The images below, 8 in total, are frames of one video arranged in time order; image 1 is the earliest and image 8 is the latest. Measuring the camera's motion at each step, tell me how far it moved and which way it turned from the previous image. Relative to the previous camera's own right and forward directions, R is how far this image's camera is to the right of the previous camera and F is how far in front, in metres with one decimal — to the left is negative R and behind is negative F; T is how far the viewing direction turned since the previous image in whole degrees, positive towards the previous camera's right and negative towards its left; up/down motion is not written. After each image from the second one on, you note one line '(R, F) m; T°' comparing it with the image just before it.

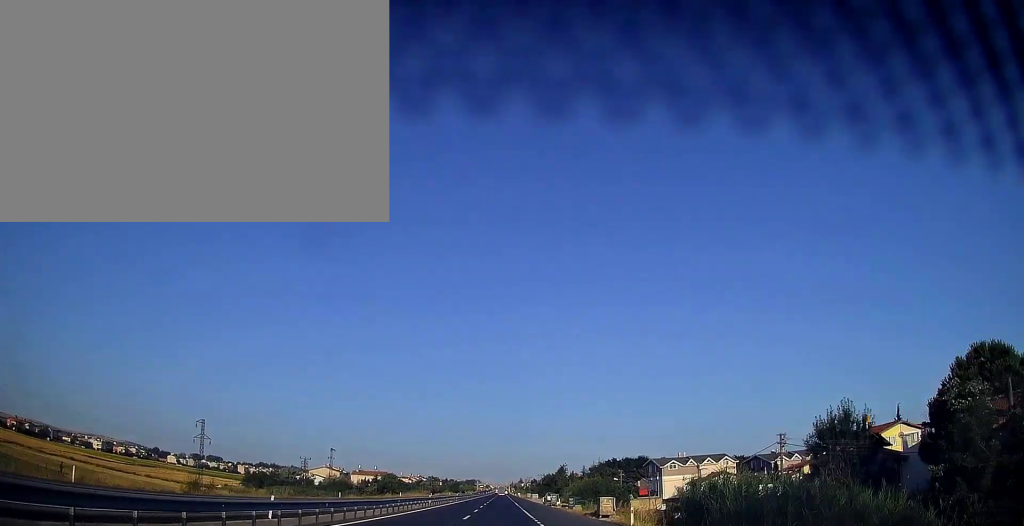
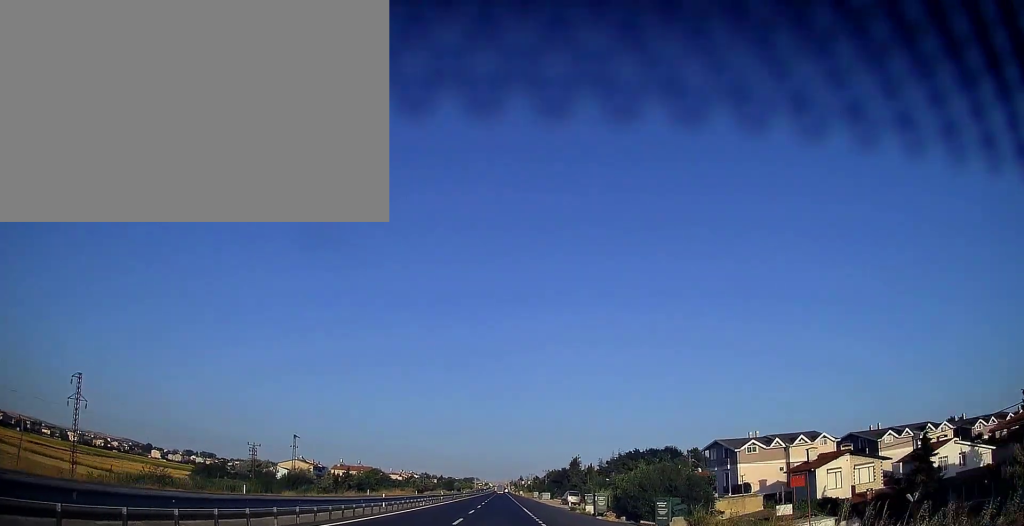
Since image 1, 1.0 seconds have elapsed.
(0.0, +30.4) m; 0°
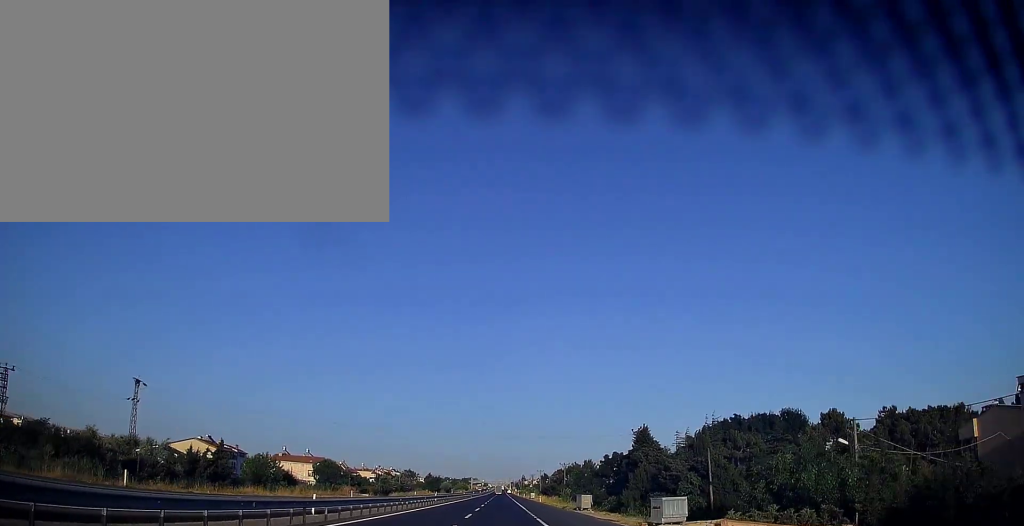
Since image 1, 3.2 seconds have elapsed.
(-0.1, +64.7) m; 0°
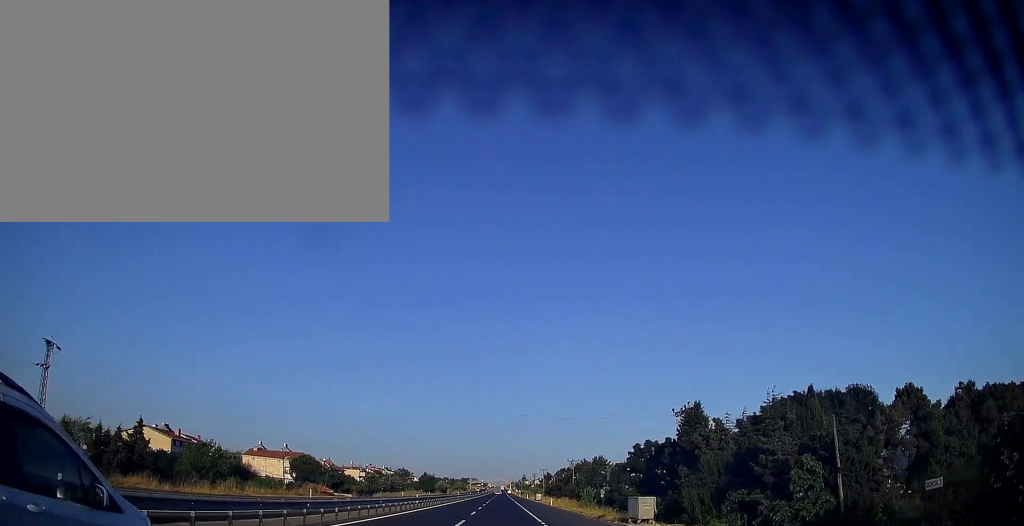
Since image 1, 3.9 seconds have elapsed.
(0.0, +18.6) m; 0°
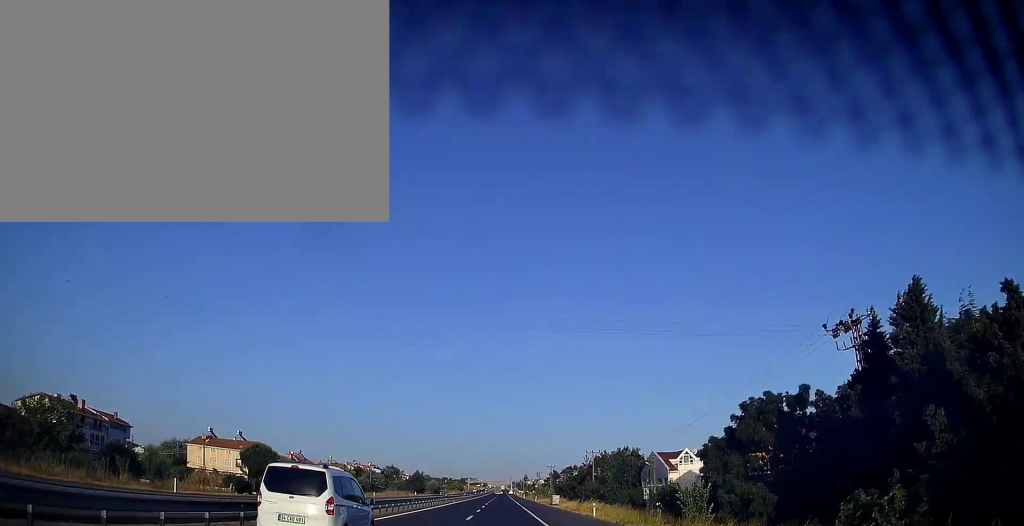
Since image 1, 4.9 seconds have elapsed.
(+0.2, +29.5) m; 0°
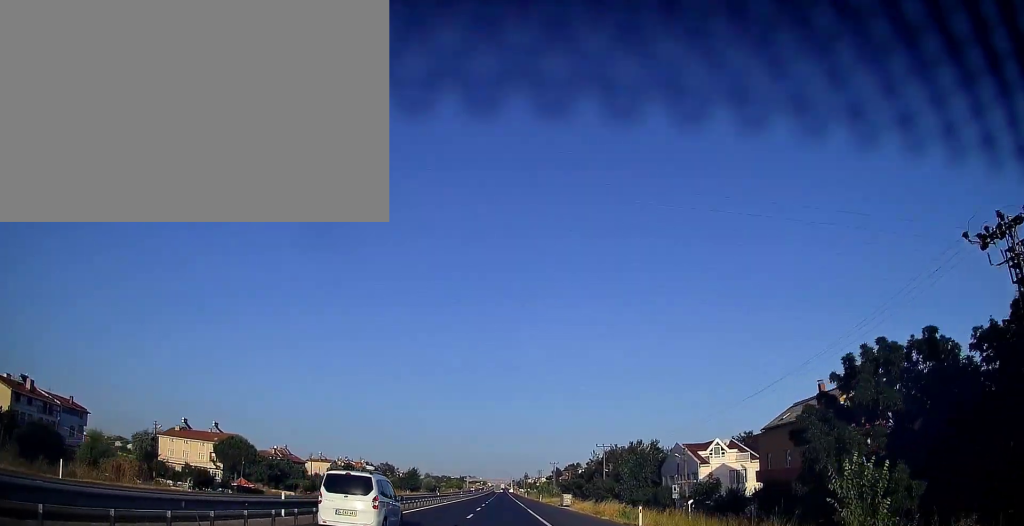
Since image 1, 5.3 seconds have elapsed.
(-0.1, +11.8) m; 0°
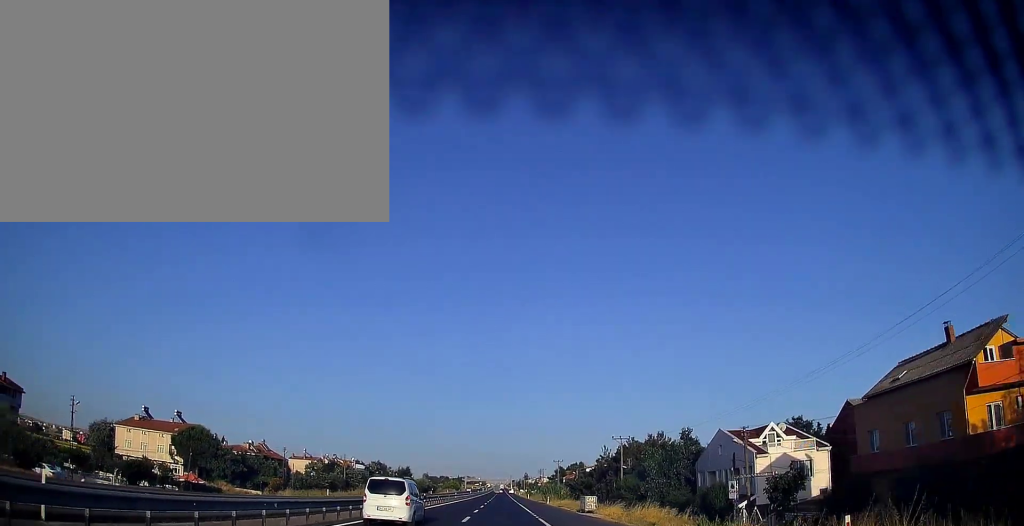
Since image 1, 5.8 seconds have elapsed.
(-0.1, +14.7) m; 0°
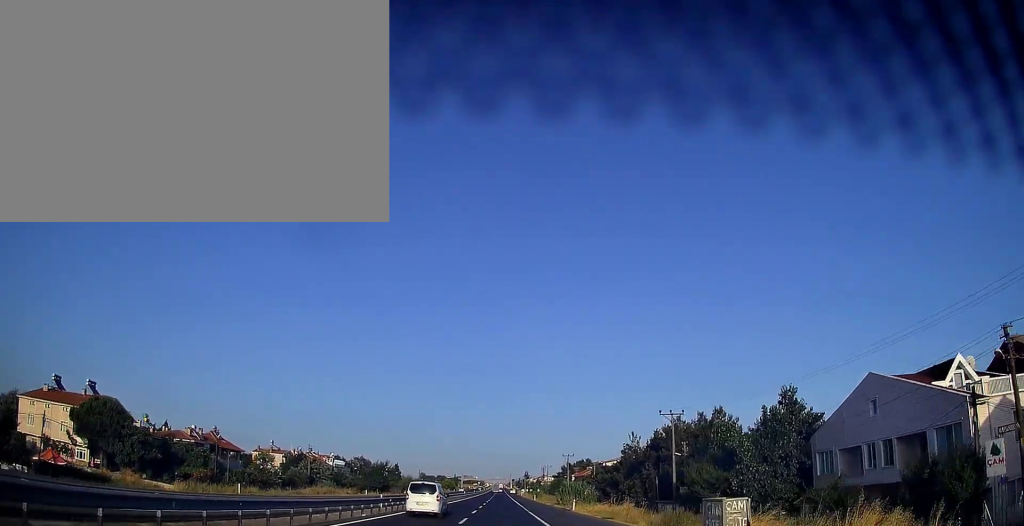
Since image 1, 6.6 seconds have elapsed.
(0.0, +25.6) m; +1°
